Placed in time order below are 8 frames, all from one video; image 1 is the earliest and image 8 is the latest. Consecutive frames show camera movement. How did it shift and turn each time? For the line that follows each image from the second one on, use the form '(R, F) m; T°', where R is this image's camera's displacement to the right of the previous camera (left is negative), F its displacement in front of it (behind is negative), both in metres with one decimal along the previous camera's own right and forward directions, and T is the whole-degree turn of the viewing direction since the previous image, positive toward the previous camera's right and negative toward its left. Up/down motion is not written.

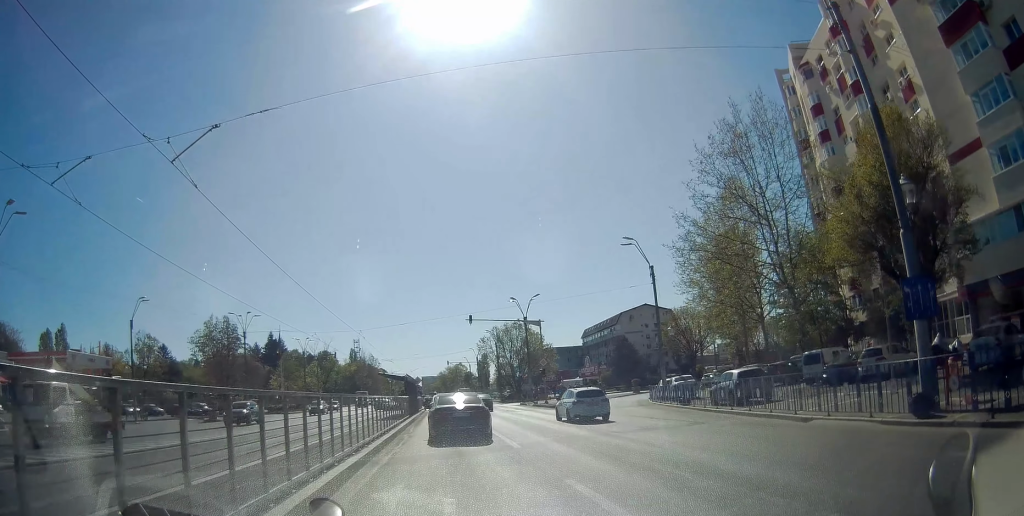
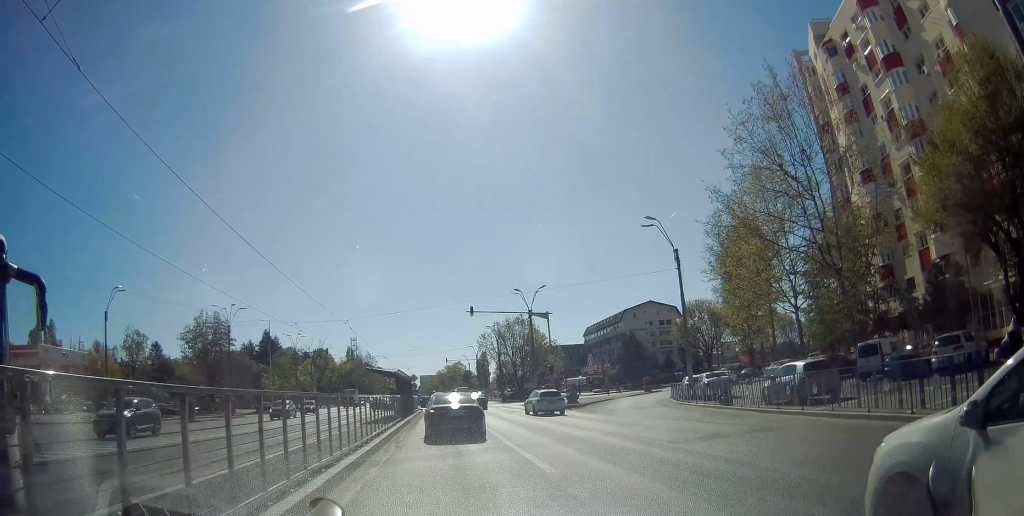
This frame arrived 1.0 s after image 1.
(+0.1, +4.7) m; +5°
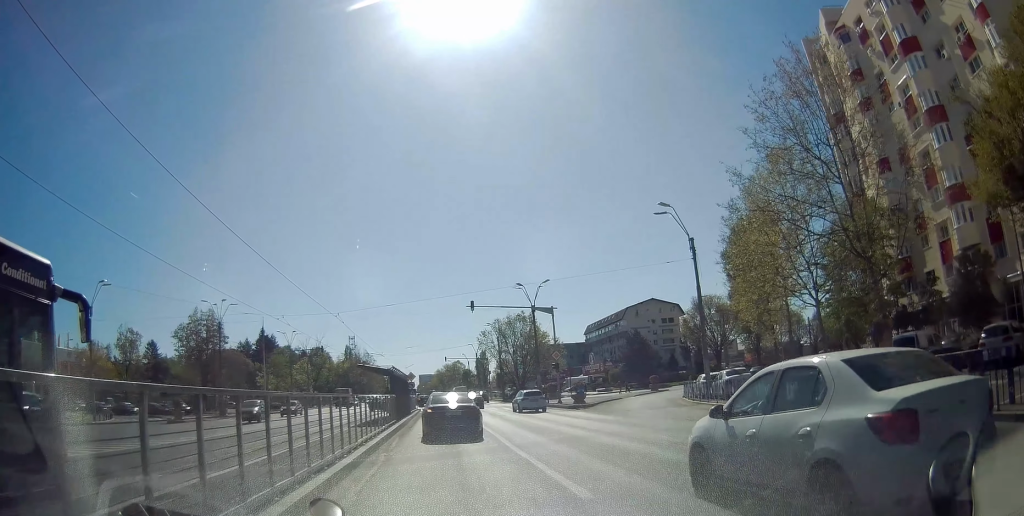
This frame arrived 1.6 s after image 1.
(+0.2, +2.7) m; +3°
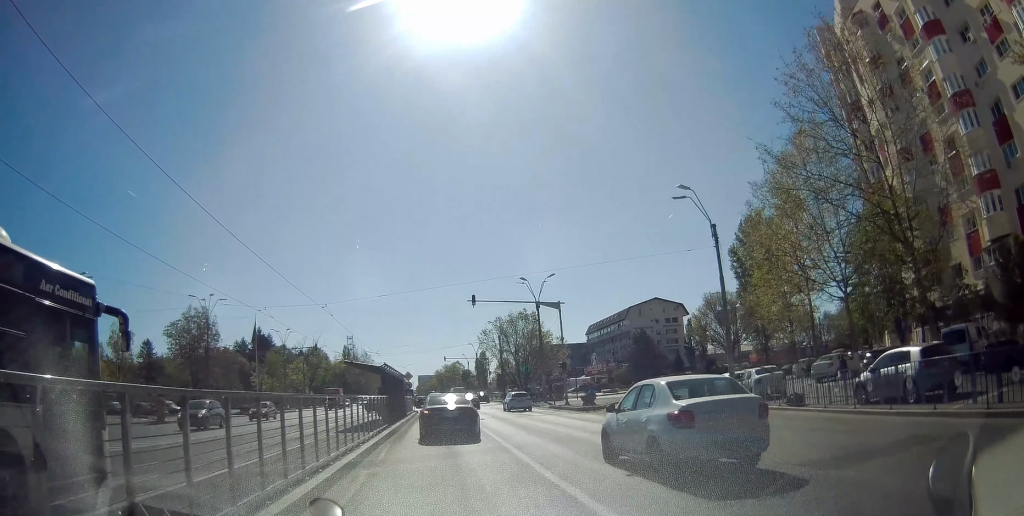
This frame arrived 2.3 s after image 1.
(0.0, +3.2) m; 0°
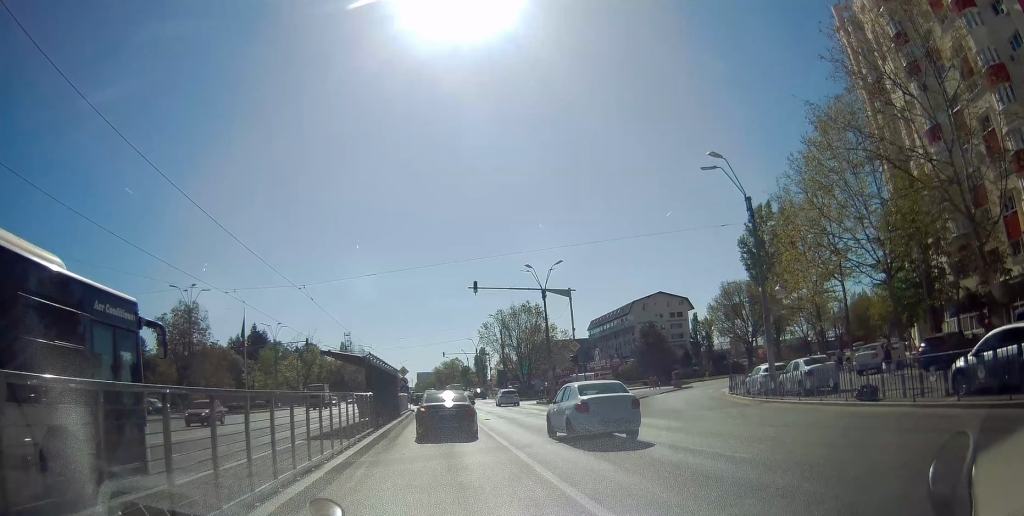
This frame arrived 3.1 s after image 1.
(0.0, +4.2) m; 0°
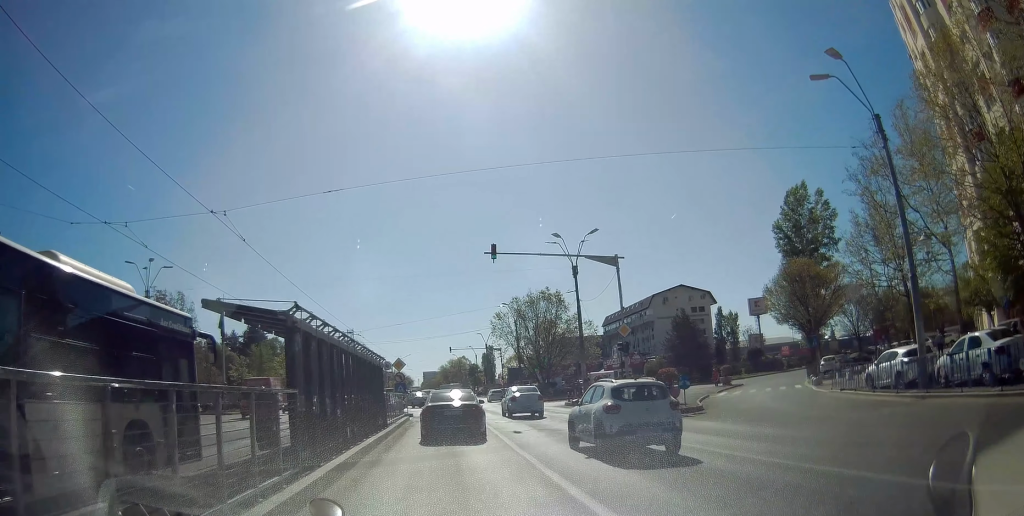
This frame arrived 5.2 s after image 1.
(-0.1, +10.0) m; -4°
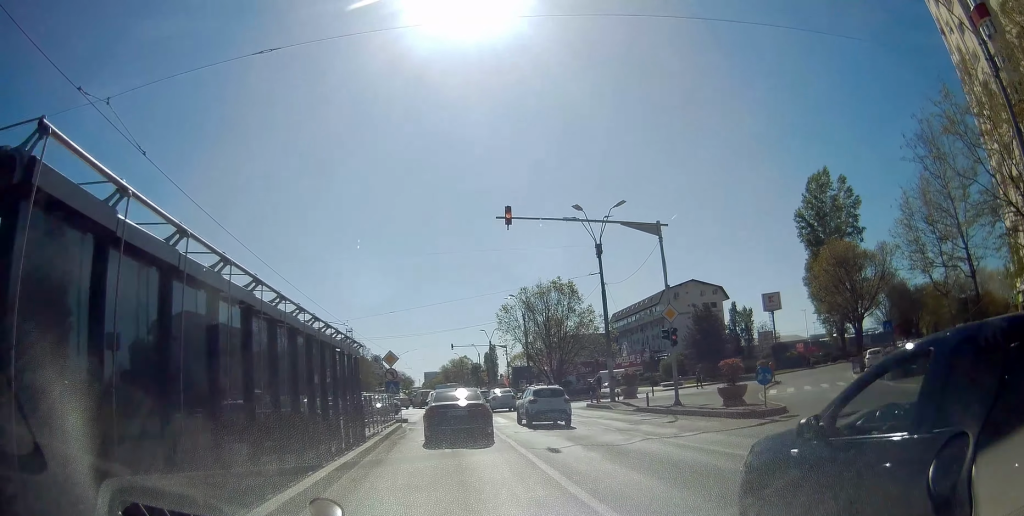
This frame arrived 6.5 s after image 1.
(-0.4, +6.4) m; -1°
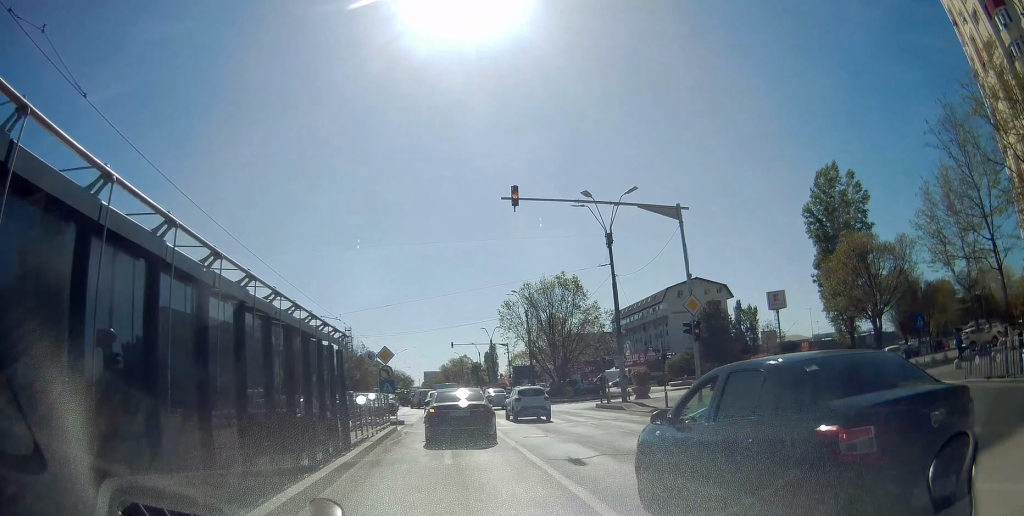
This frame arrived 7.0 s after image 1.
(+0.1, +2.3) m; 0°
